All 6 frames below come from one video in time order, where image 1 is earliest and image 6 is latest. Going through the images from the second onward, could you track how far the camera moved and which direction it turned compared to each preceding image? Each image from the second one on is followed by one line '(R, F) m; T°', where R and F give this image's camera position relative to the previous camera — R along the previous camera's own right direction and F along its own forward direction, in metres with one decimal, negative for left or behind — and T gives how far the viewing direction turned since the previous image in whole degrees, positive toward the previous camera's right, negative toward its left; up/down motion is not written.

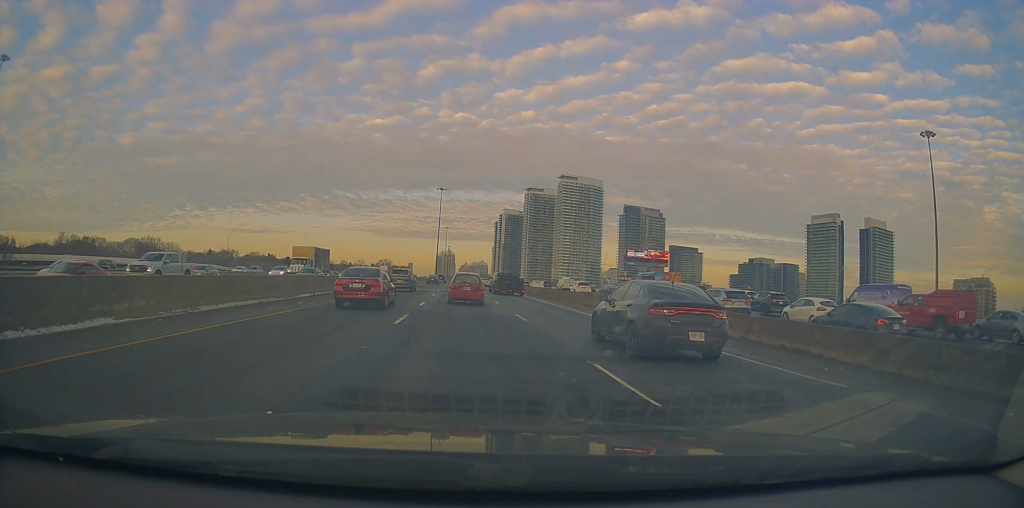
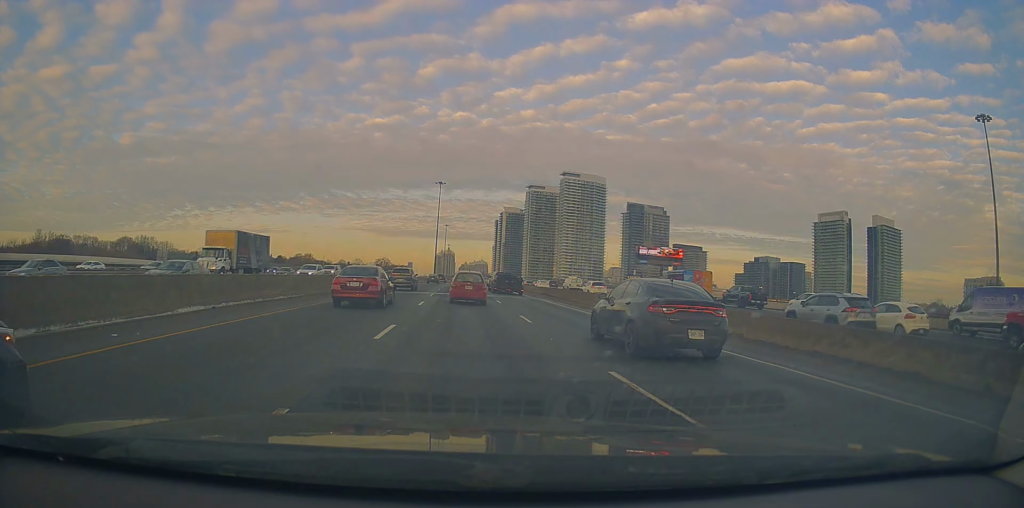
(+0.1, +13.0) m; -2°
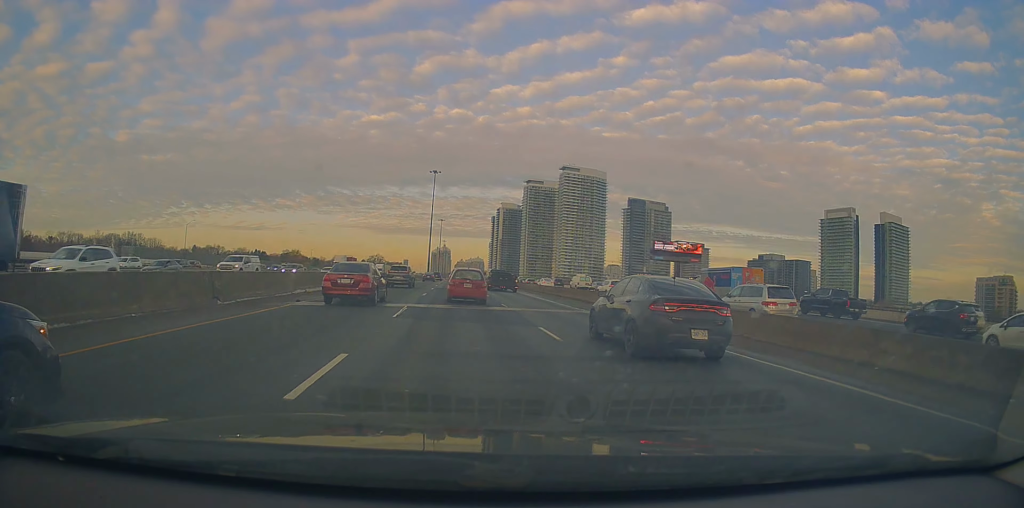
(-0.6, +17.3) m; 0°
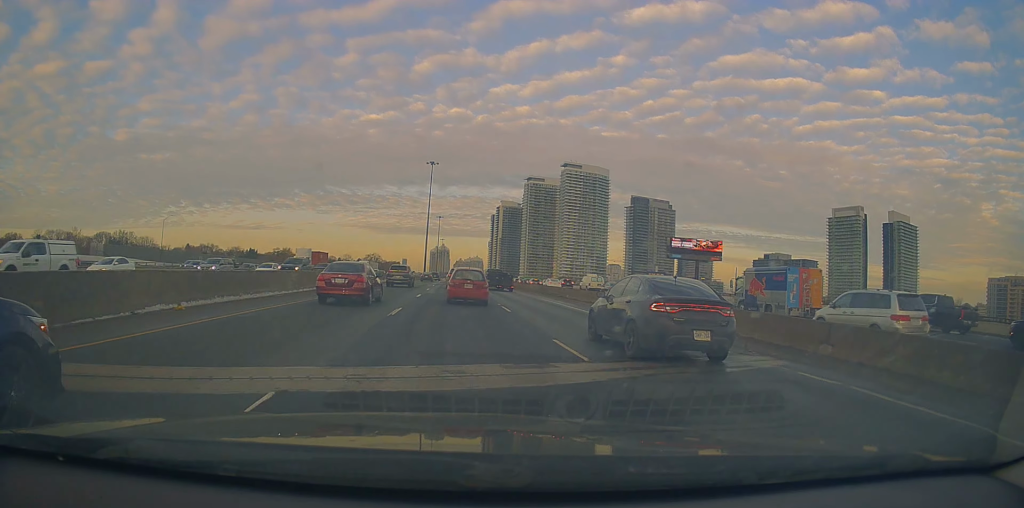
(+0.5, +14.1) m; +3°
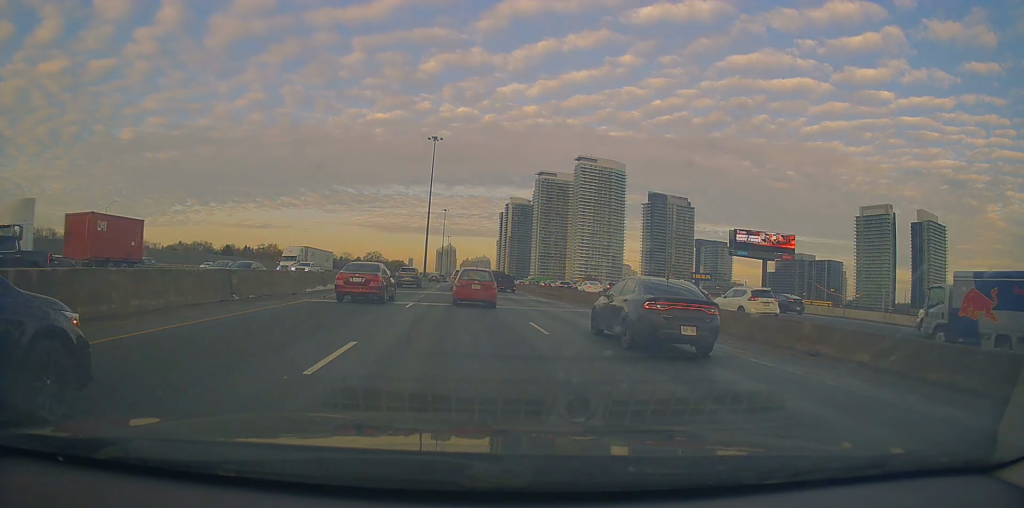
(+0.3, +33.2) m; -1°
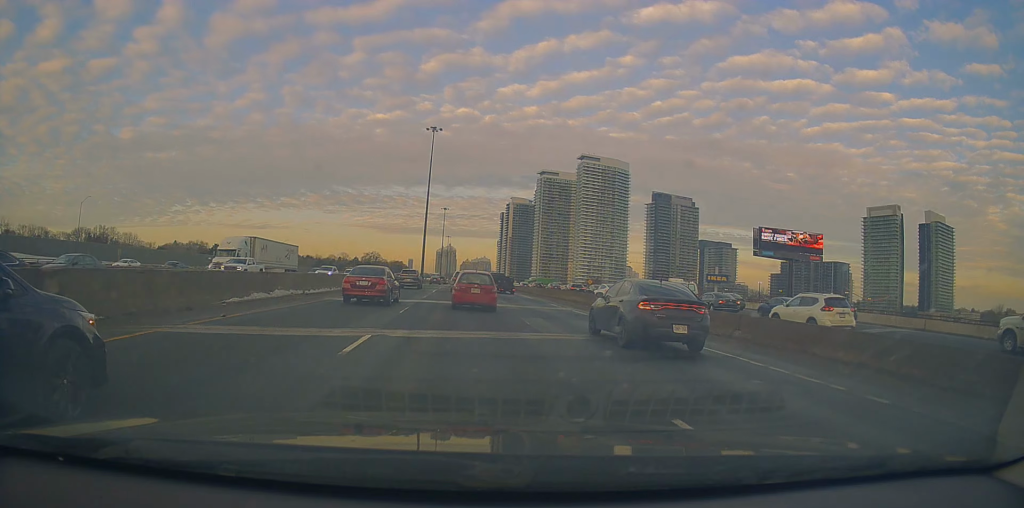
(0.0, +10.5) m; 0°
